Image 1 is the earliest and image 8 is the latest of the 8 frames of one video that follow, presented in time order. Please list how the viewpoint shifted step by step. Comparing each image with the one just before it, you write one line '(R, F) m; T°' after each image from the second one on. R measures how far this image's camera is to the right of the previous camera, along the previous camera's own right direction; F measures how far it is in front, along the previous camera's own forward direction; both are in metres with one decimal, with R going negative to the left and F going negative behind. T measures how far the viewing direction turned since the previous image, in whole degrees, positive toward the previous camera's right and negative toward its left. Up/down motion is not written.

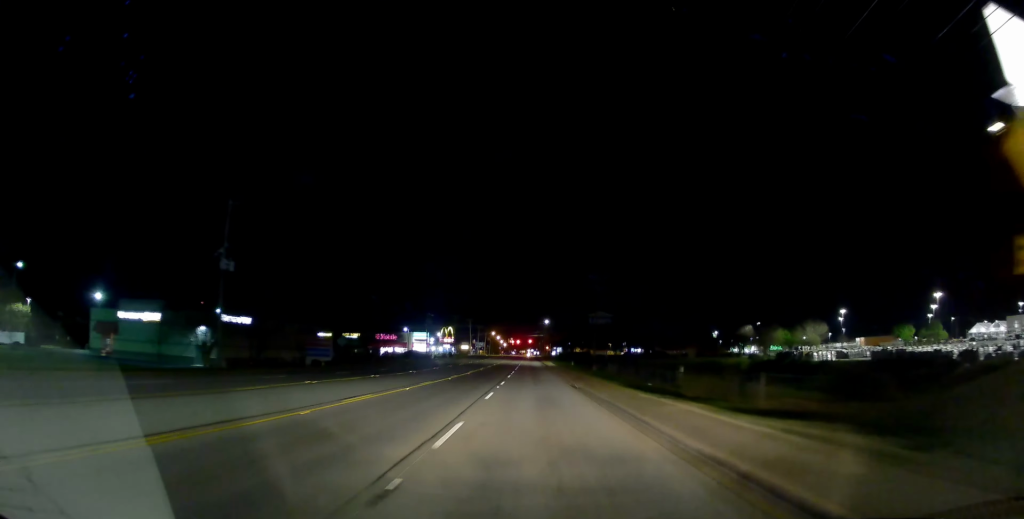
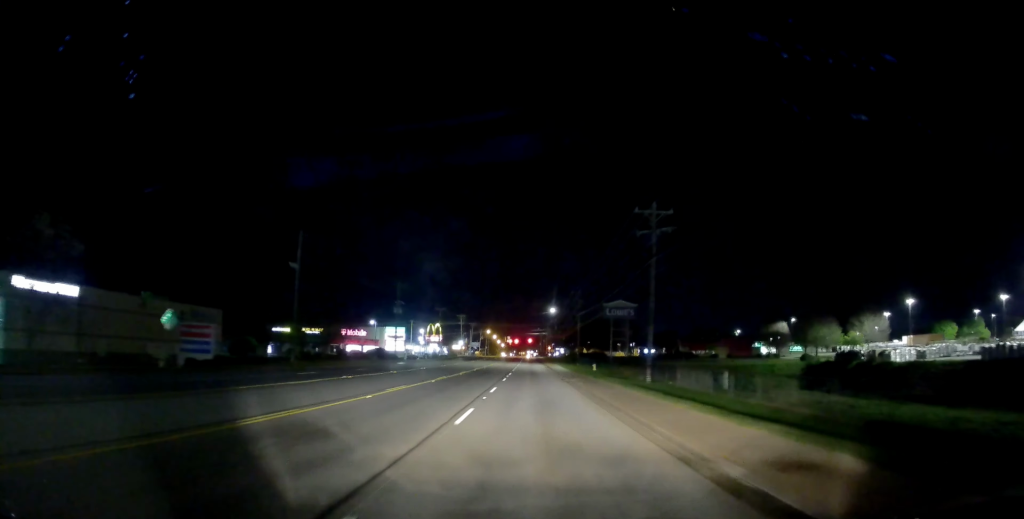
(0.0, +30.8) m; 0°
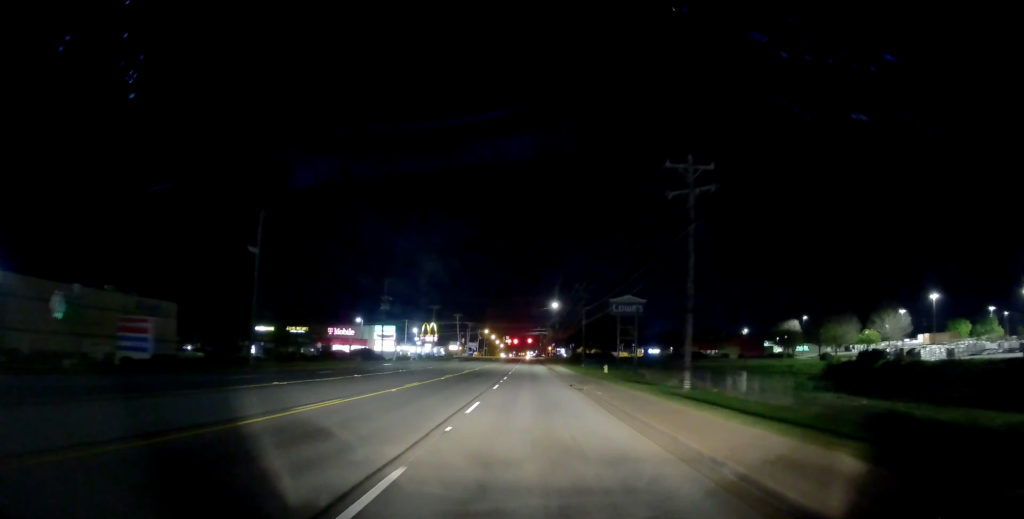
(0.0, +9.0) m; 0°
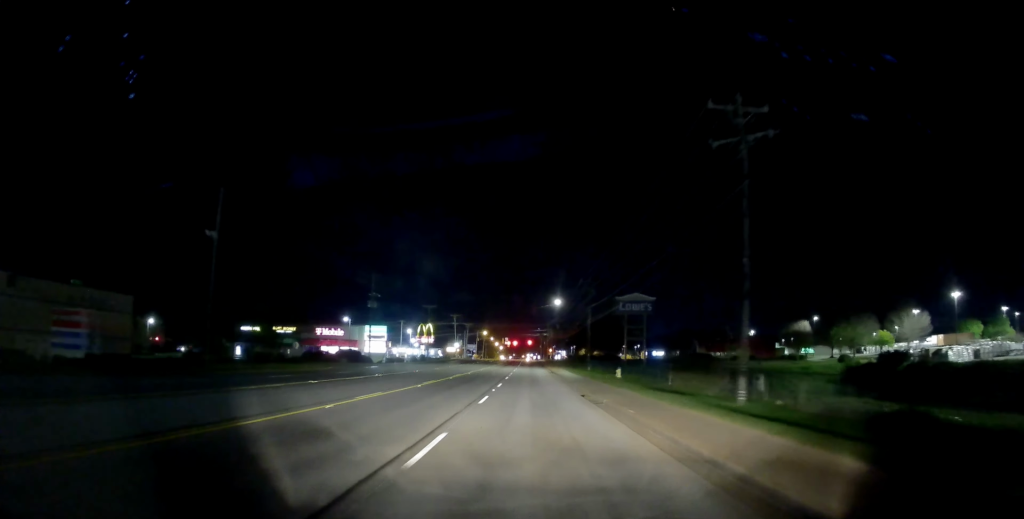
(0.0, +7.4) m; 0°
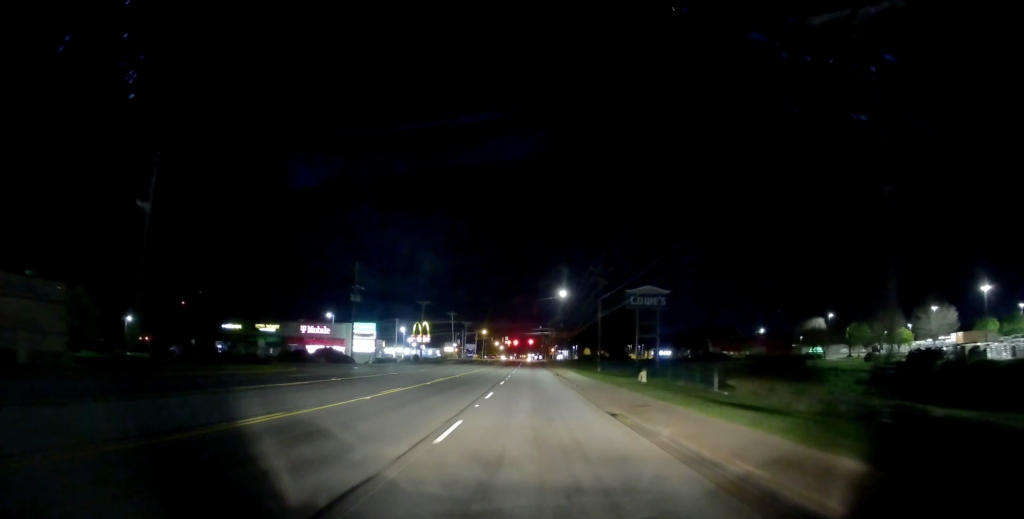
(0.0, +9.2) m; 0°
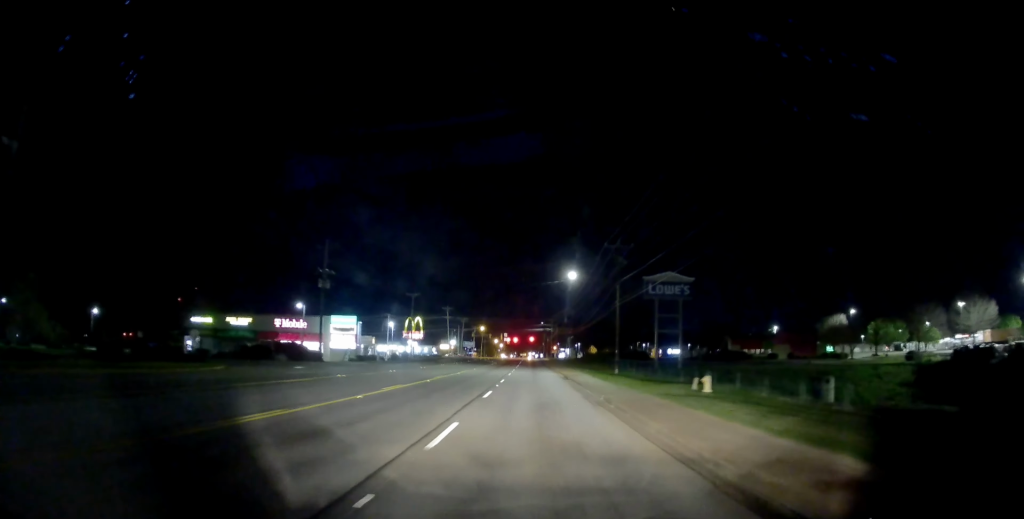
(0.0, +12.5) m; 0°
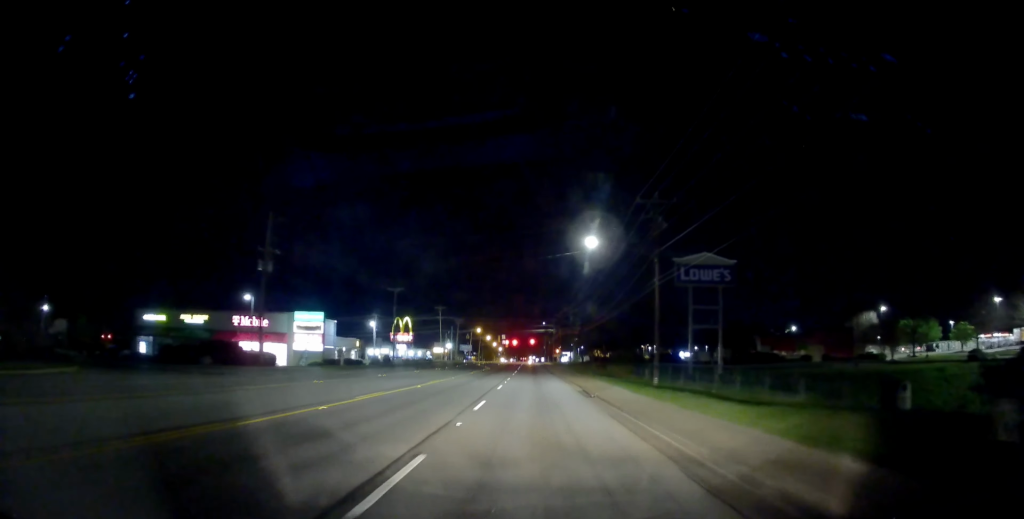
(0.0, +15.7) m; 0°
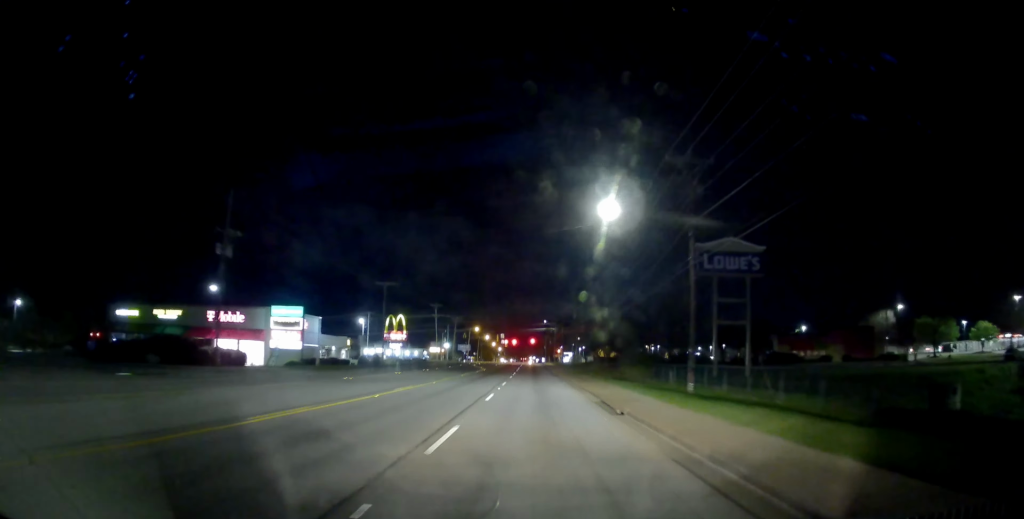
(0.0, +7.7) m; 0°
